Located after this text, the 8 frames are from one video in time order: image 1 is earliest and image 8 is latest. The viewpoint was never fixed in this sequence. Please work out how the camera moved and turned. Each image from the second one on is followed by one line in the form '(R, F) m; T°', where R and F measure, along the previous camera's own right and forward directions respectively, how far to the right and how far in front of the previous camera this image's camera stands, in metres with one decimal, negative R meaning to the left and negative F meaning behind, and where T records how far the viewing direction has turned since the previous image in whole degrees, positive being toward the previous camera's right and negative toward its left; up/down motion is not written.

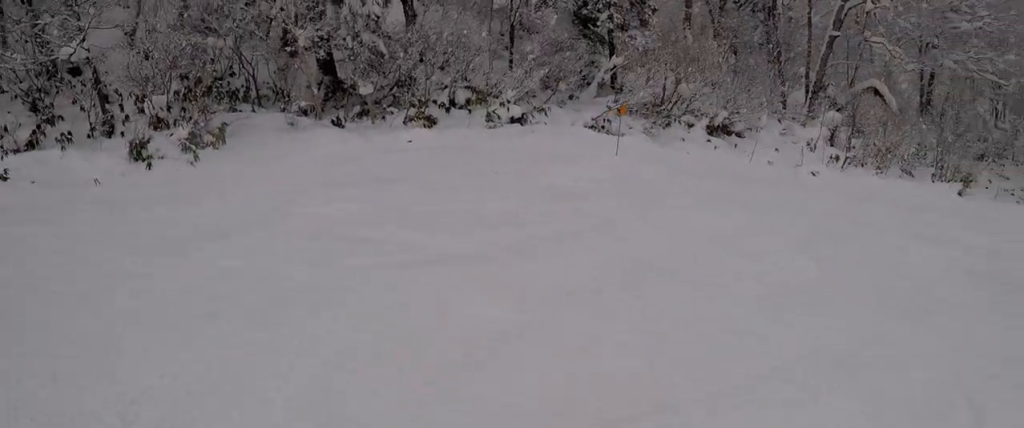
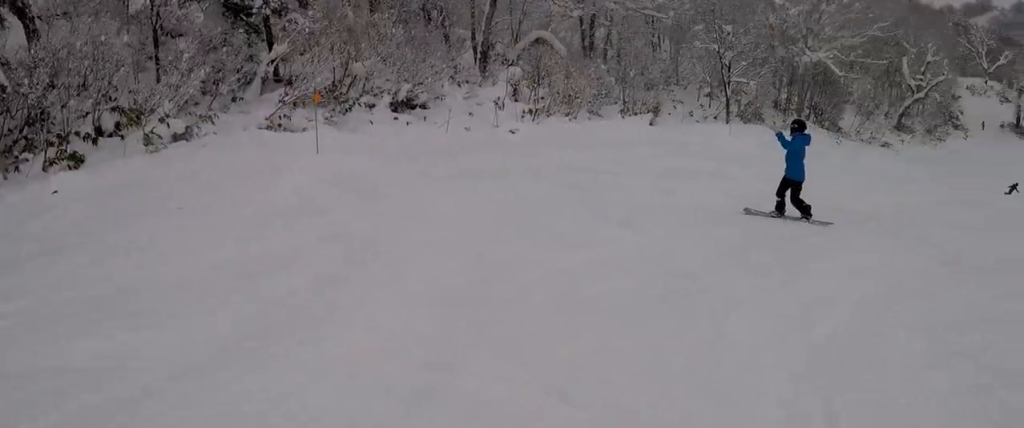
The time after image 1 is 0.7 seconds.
(+0.4, +2.4) m; +28°
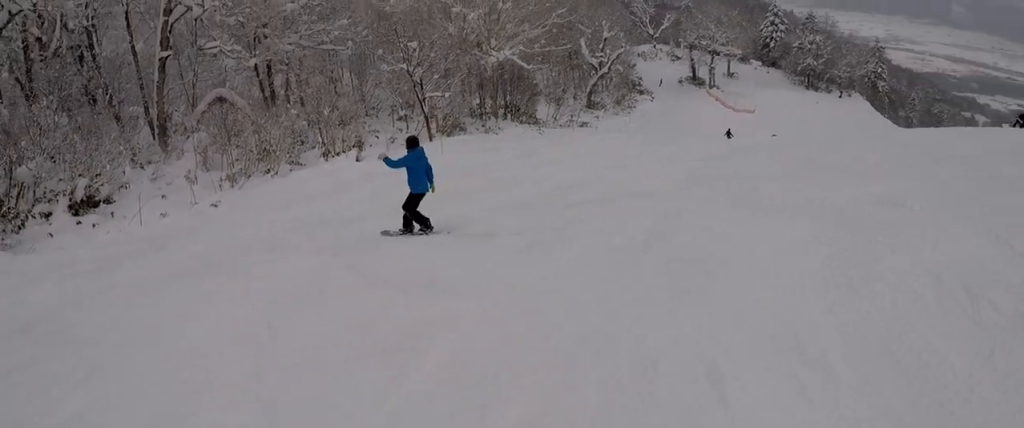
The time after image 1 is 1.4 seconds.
(+0.6, +2.3) m; +29°
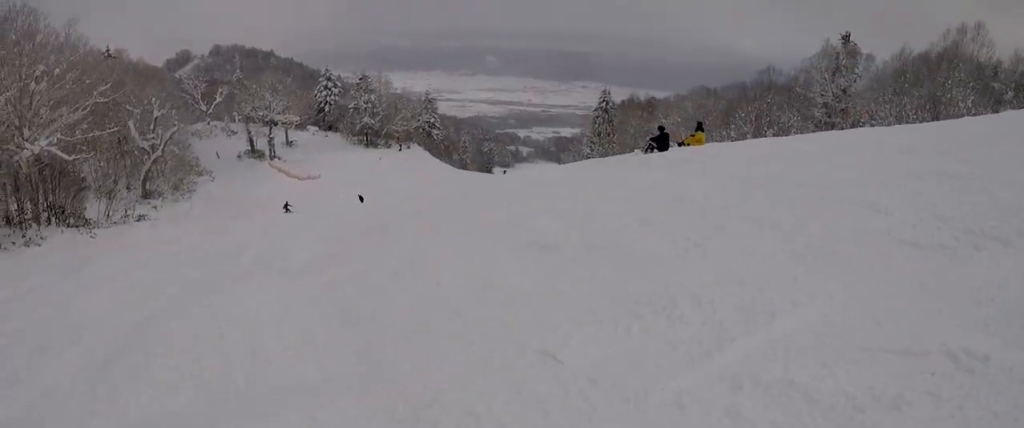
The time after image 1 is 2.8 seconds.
(+2.0, +4.9) m; +14°
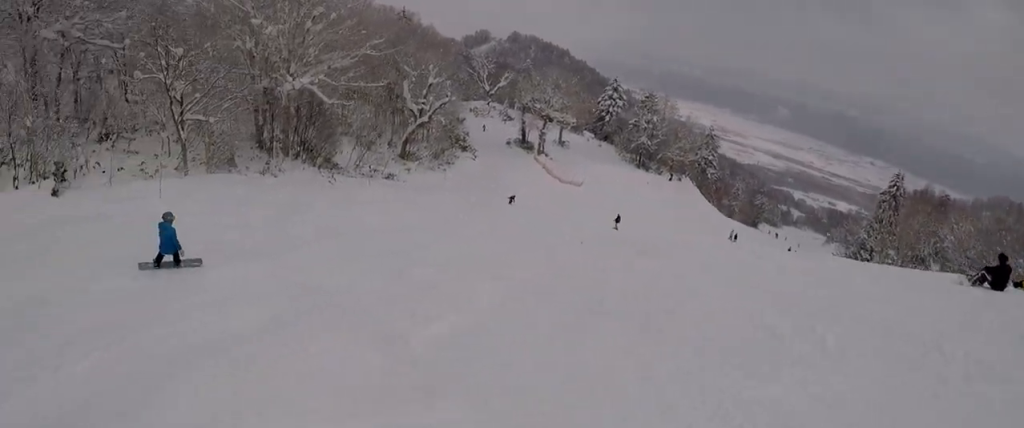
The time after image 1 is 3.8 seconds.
(-1.0, +4.2) m; -16°
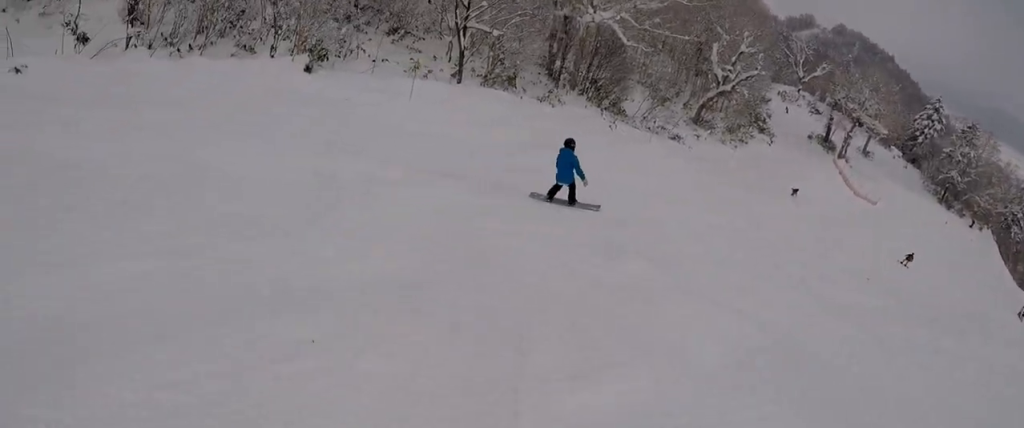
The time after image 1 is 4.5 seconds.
(+0.5, +2.5) m; -24°
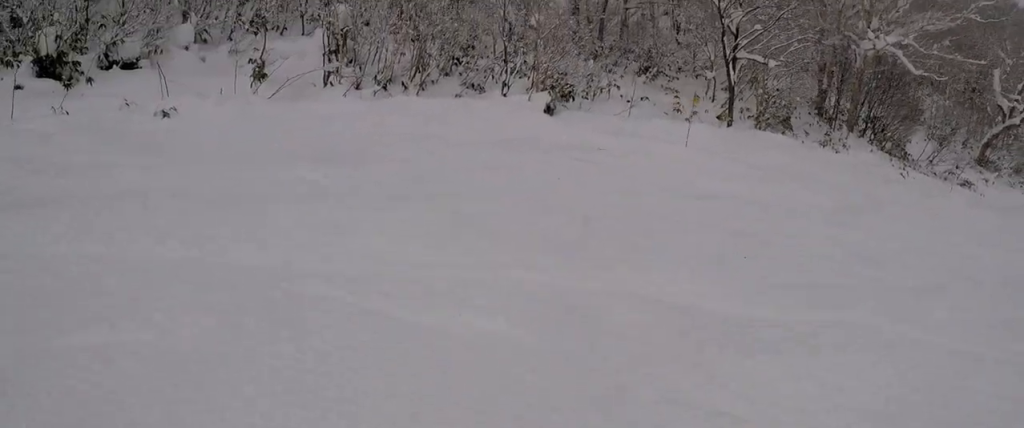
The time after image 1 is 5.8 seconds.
(-2.2, +5.2) m; -10°
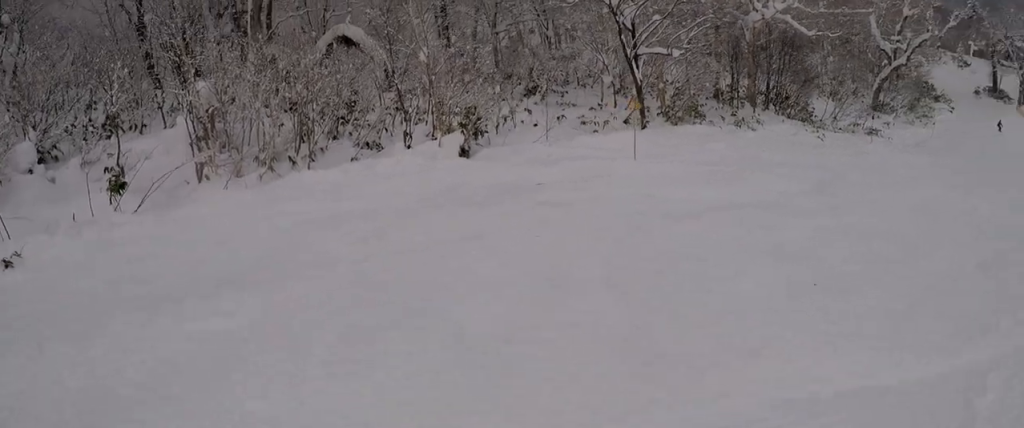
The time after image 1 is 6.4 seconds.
(+0.4, +2.5) m; +13°
